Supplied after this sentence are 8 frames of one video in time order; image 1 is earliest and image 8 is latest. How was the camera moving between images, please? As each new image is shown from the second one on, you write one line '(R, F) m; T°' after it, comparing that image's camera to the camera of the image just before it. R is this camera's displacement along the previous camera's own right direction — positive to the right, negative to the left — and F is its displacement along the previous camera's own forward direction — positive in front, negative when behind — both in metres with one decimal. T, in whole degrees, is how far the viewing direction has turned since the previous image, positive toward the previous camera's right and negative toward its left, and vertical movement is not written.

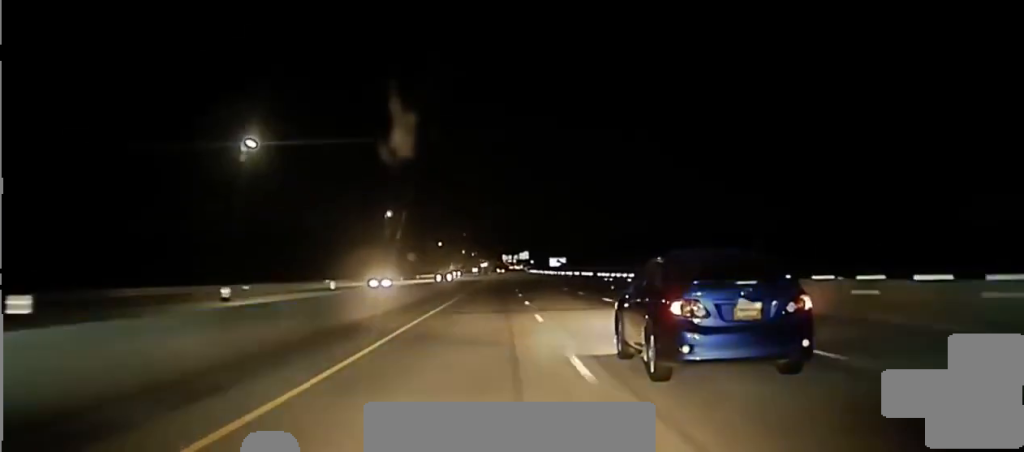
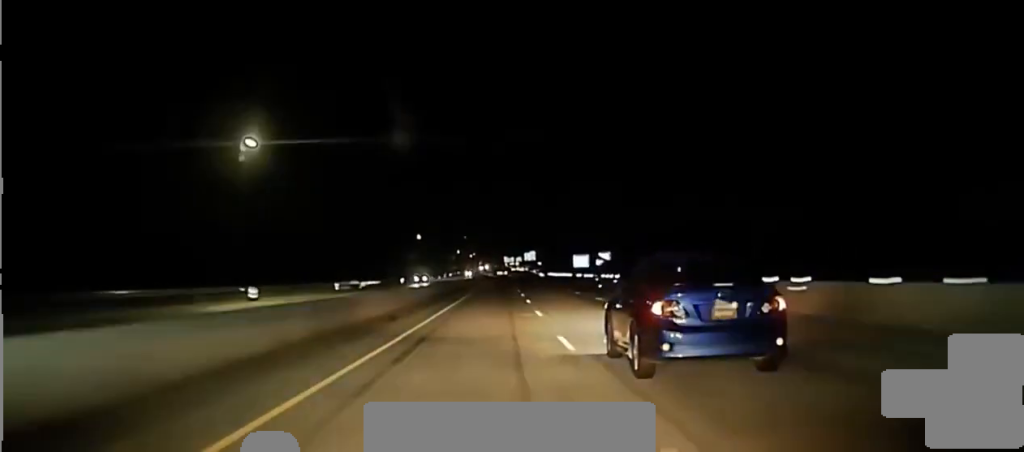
(+0.1, +96.7) m; 0°
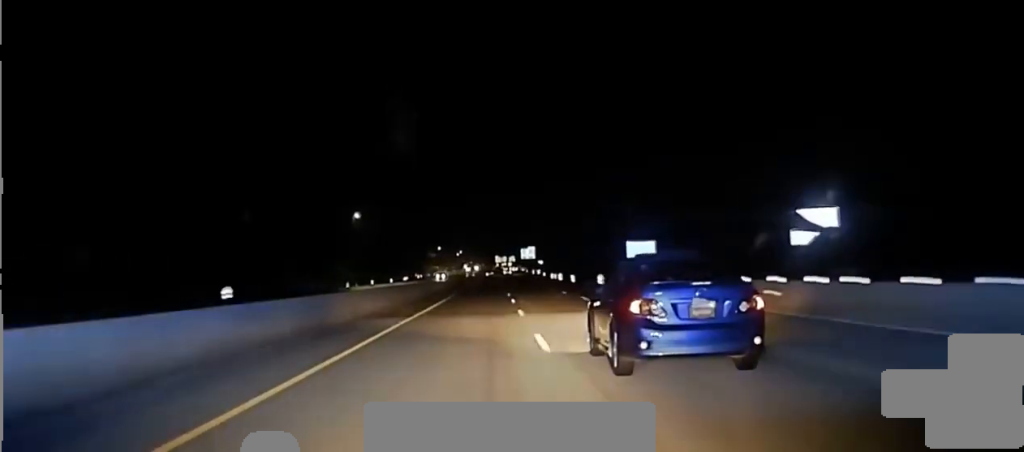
(+0.5, +93.4) m; 0°
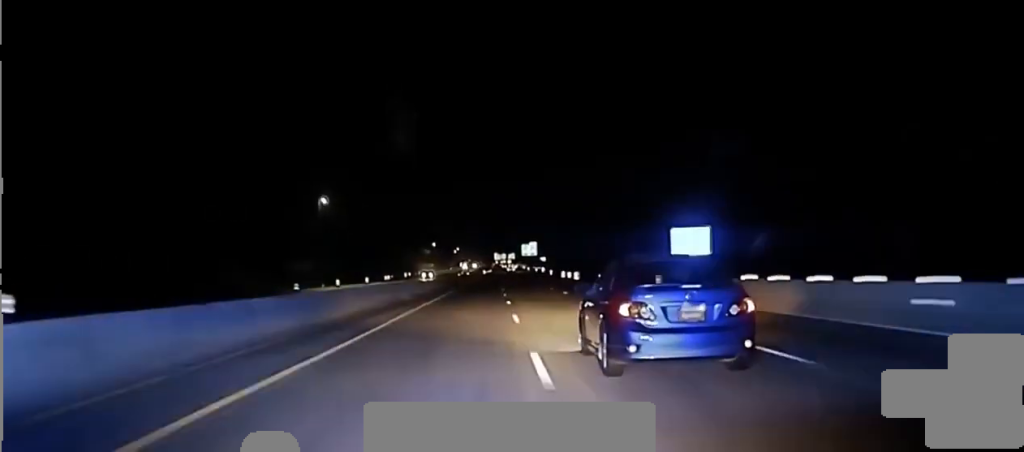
(-0.2, +27.4) m; 0°
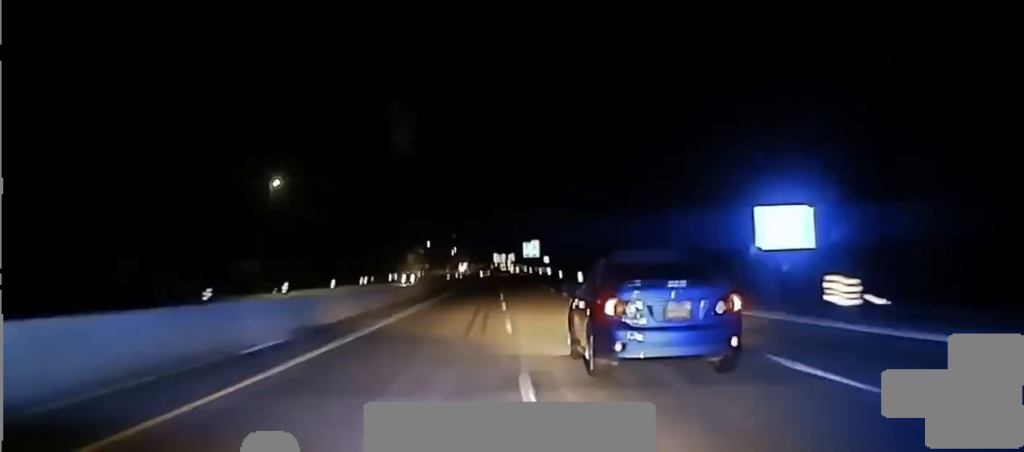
(0.0, +25.3) m; 0°
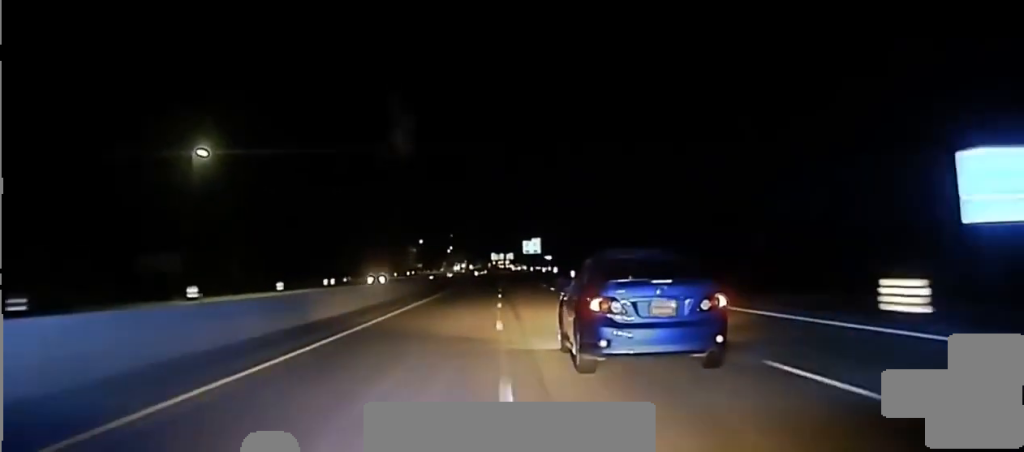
(0.0, +24.5) m; 0°
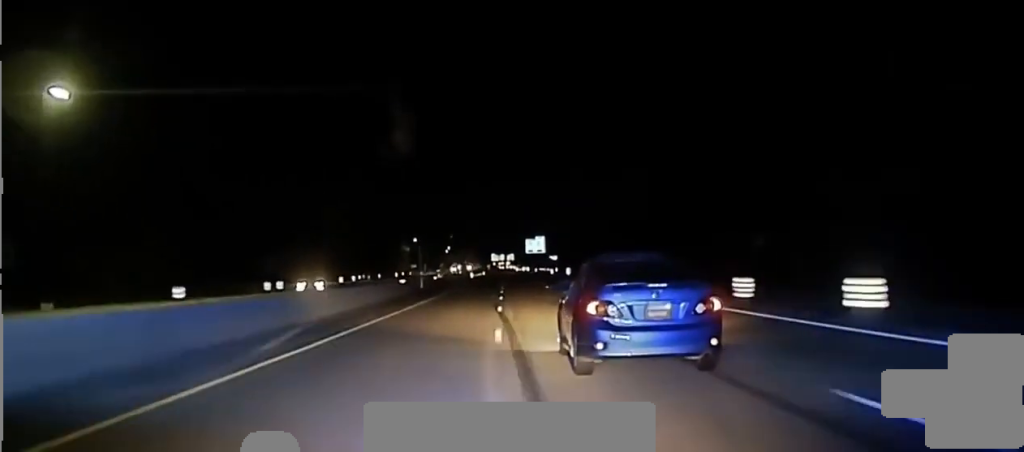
(0.0, +29.9) m; 0°
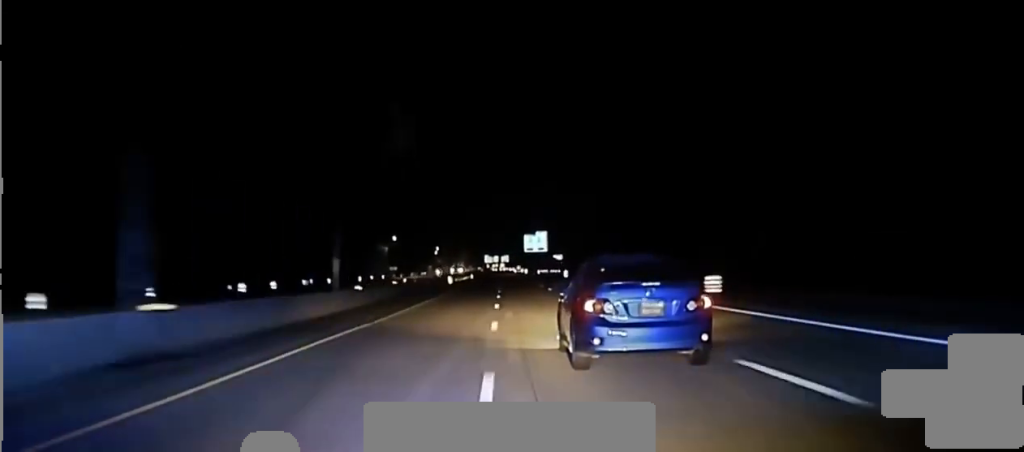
(+0.3, +48.3) m; 0°
